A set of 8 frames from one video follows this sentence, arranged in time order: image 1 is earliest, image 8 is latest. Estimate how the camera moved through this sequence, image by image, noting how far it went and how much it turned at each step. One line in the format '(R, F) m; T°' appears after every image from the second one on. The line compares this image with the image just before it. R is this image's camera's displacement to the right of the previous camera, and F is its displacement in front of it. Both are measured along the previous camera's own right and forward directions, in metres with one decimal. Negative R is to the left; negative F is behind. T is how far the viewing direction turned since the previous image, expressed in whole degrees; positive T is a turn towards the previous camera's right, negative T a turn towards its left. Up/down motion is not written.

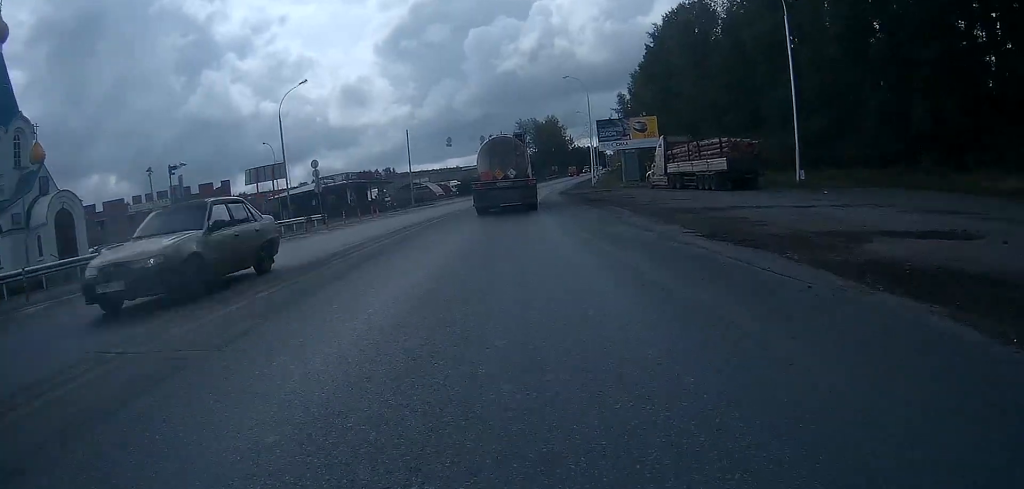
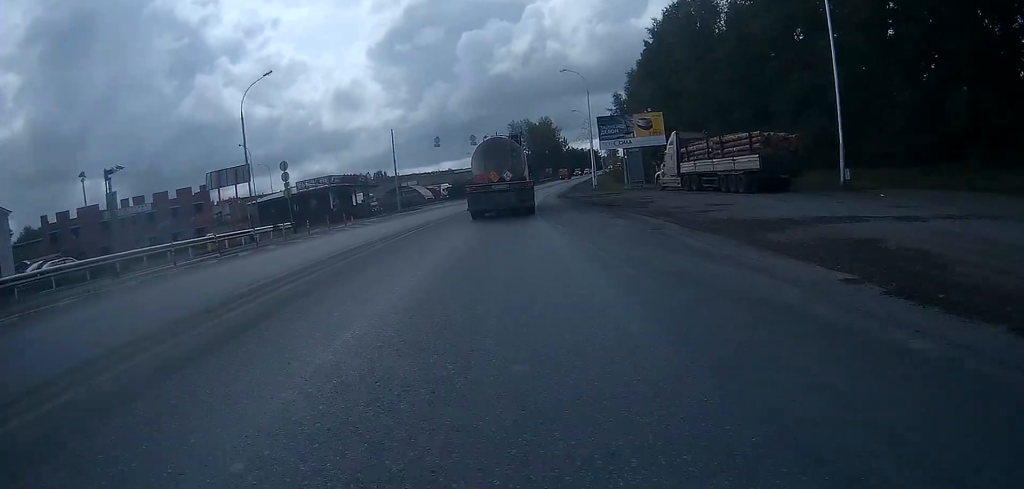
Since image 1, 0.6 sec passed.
(0.0, +5.2) m; 0°
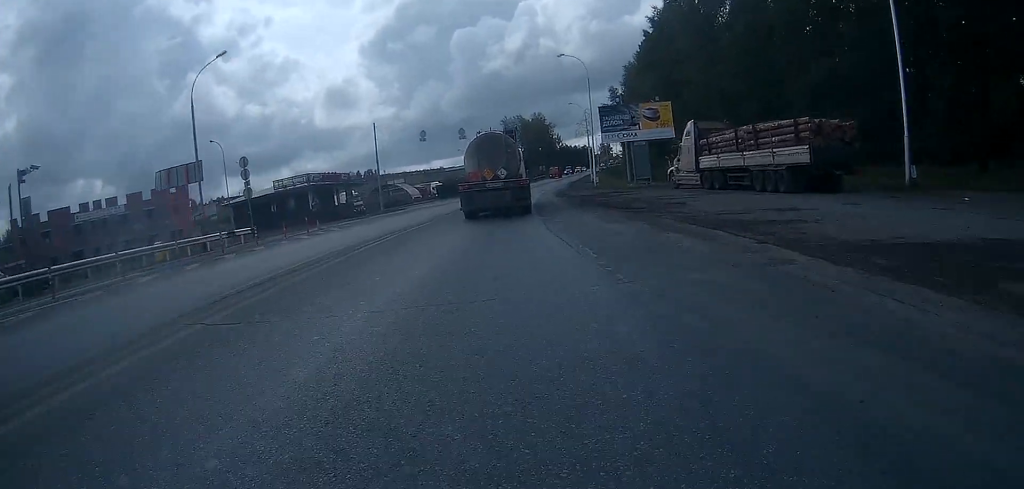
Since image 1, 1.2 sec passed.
(0.0, +5.5) m; 0°
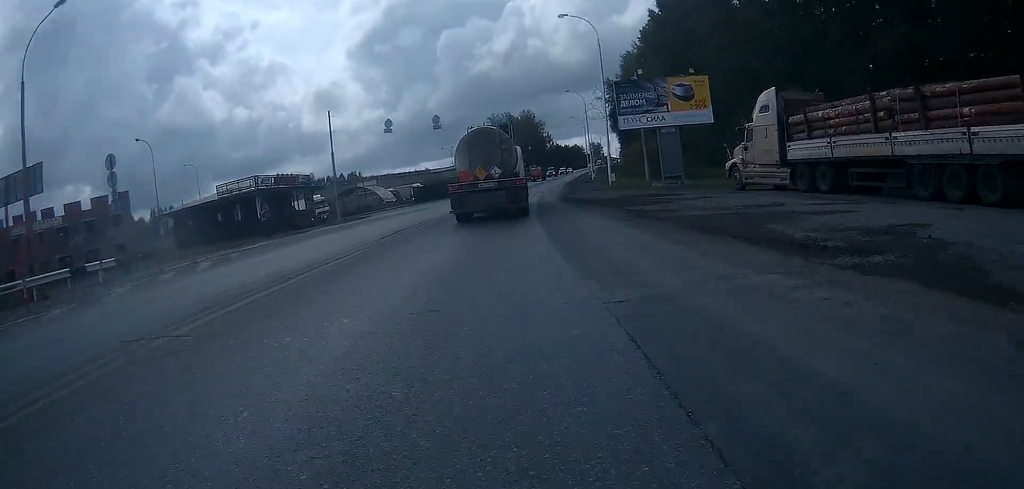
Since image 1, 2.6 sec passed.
(0.0, +12.4) m; 0°
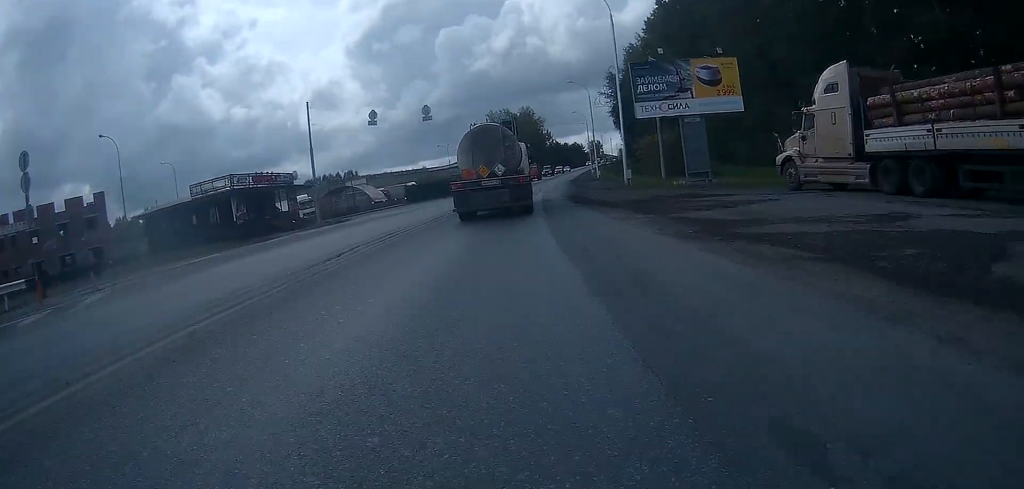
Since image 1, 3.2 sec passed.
(0.0, +5.4) m; 0°
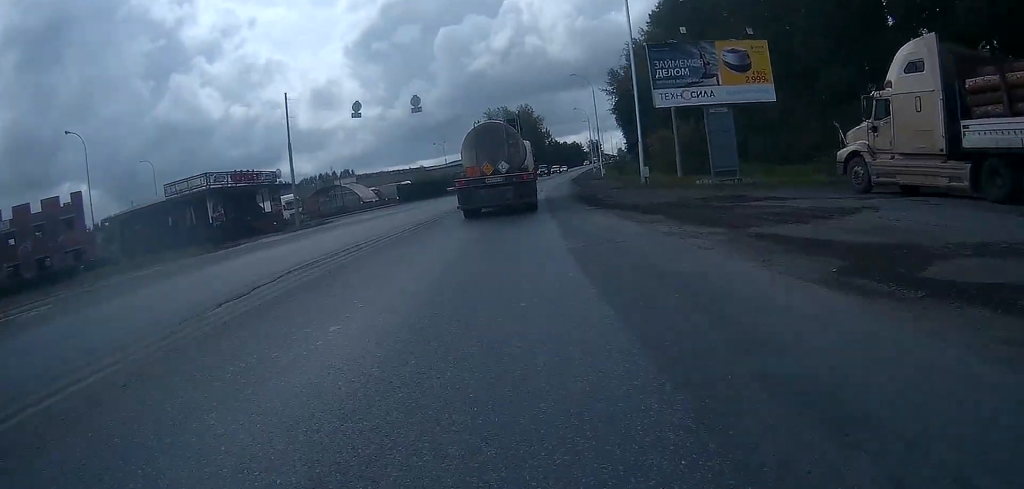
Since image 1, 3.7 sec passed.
(0.0, +4.5) m; 0°
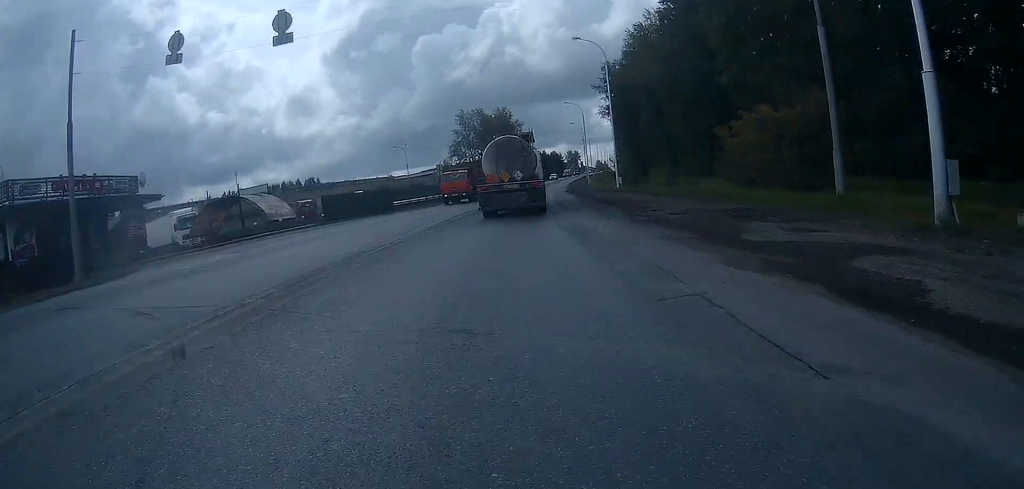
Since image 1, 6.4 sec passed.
(+0.6, +22.6) m; +3°
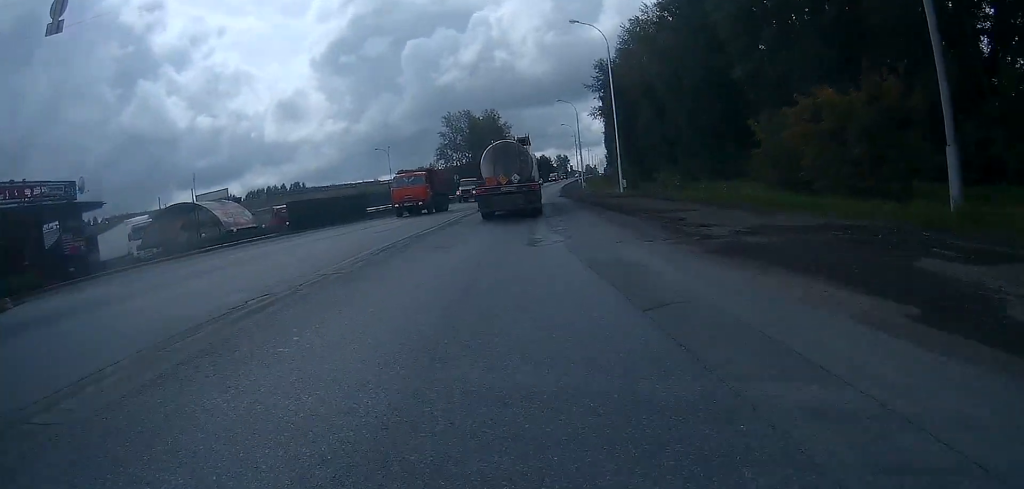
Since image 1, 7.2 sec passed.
(+0.1, +5.8) m; +1°
